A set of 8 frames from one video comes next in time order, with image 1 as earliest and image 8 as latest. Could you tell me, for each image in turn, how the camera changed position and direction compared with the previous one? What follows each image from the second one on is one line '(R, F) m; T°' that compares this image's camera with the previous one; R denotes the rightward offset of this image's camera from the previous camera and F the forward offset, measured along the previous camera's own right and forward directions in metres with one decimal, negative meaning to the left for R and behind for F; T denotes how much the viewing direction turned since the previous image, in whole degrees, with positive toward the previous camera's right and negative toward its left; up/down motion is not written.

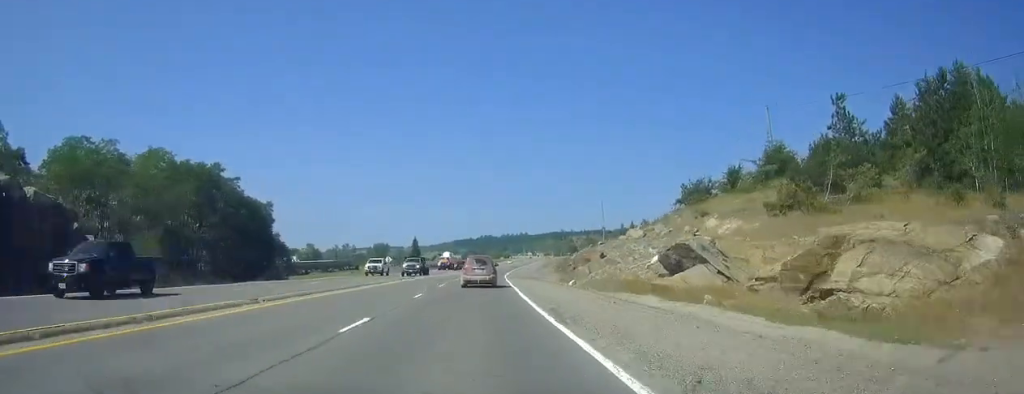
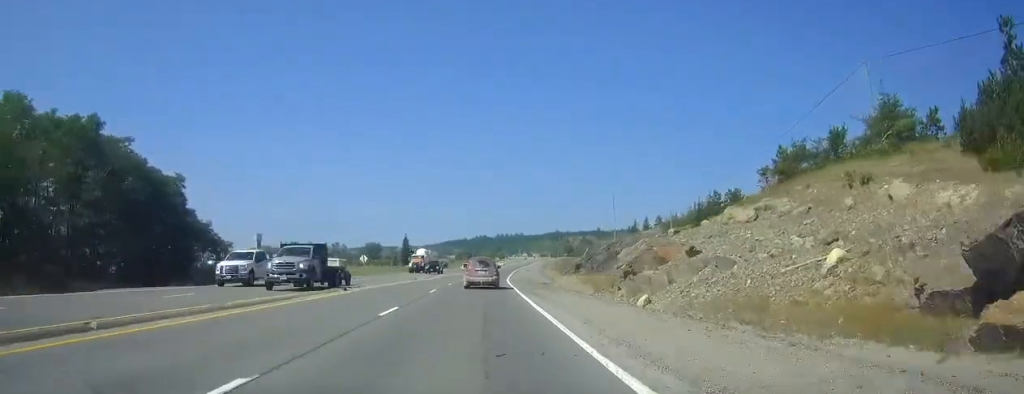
(+0.1, +20.1) m; +1°
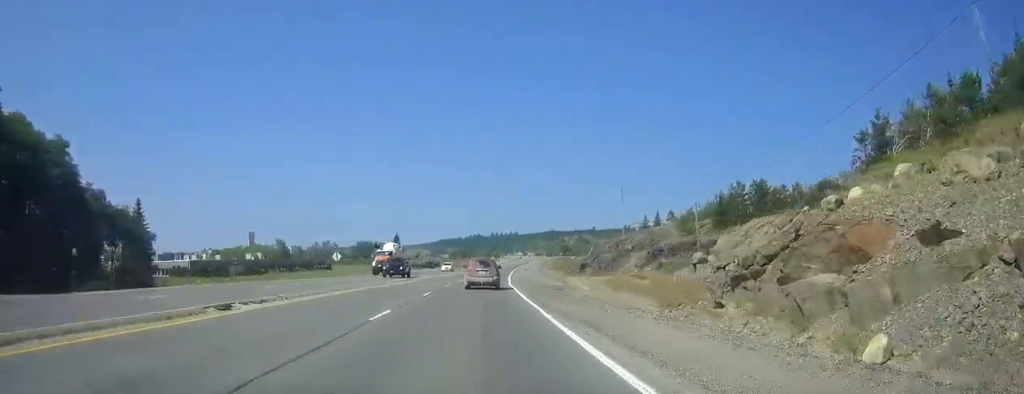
(0.0, +14.7) m; +1°
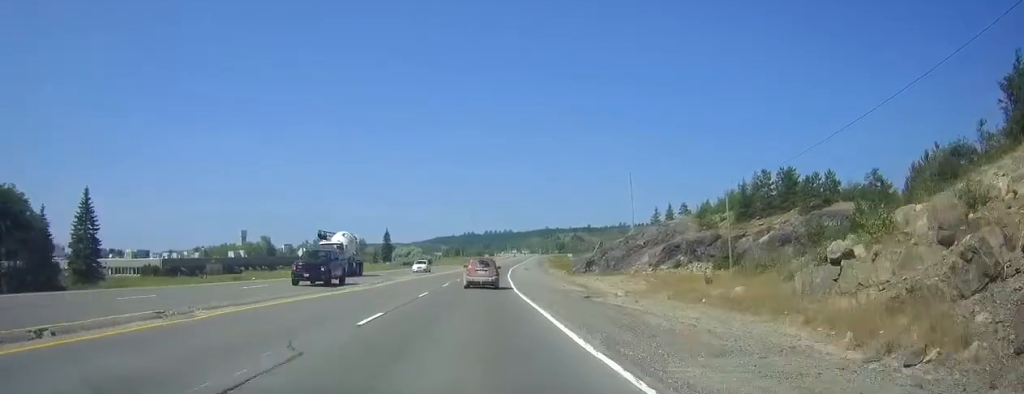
(+0.1, +13.2) m; 0°
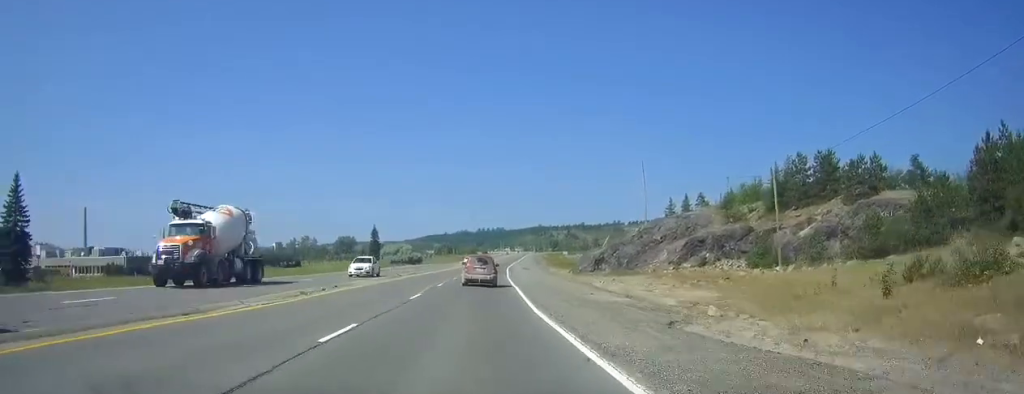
(+0.1, +14.7) m; 0°
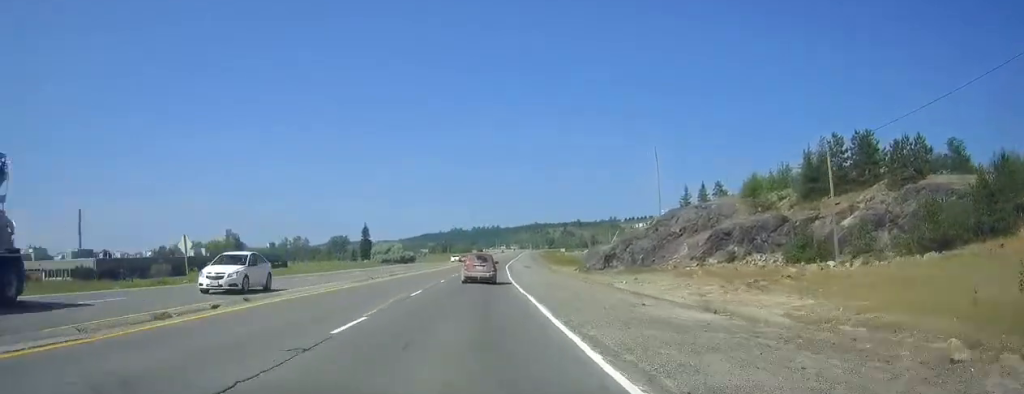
(0.0, +11.6) m; 0°
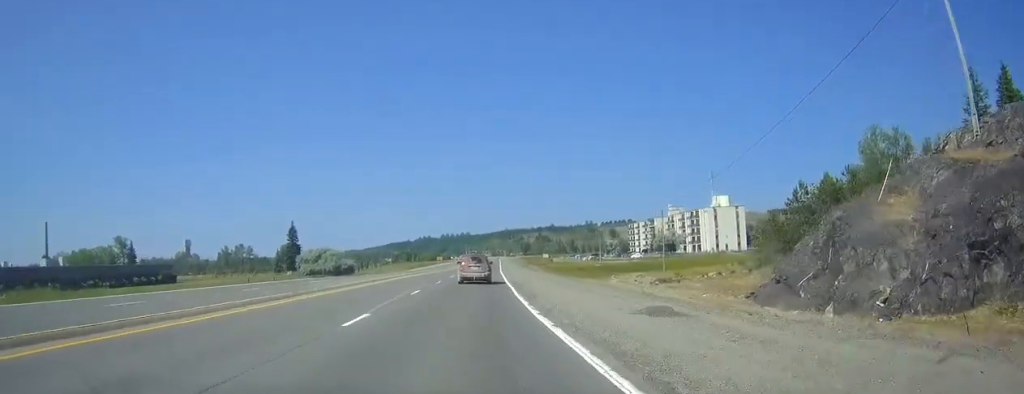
(+1.4, +71.2) m; +3°
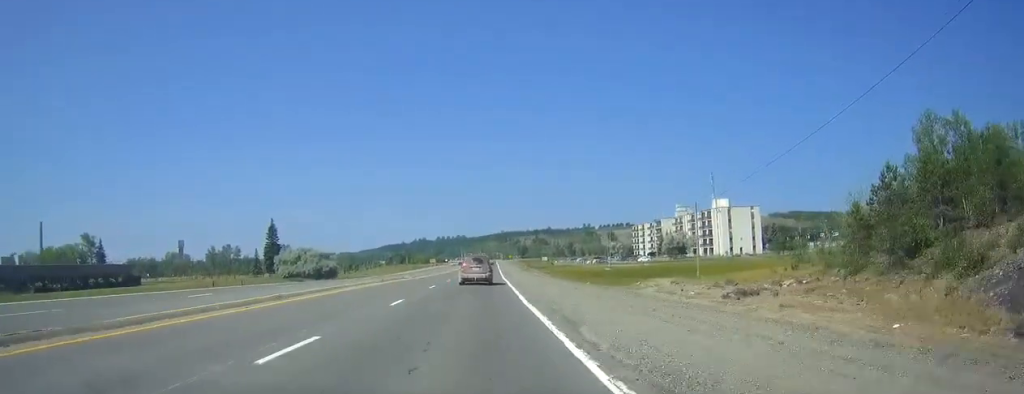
(+0.1, +17.2) m; 0°
